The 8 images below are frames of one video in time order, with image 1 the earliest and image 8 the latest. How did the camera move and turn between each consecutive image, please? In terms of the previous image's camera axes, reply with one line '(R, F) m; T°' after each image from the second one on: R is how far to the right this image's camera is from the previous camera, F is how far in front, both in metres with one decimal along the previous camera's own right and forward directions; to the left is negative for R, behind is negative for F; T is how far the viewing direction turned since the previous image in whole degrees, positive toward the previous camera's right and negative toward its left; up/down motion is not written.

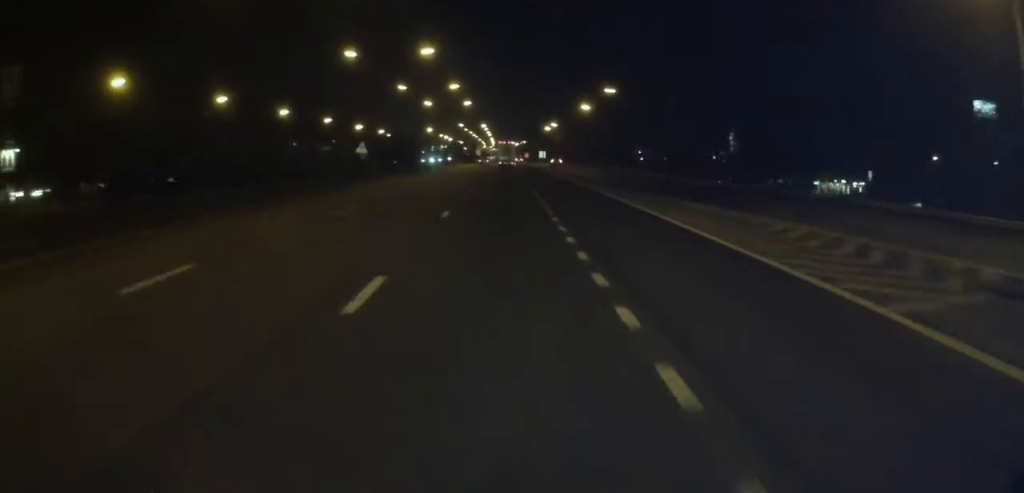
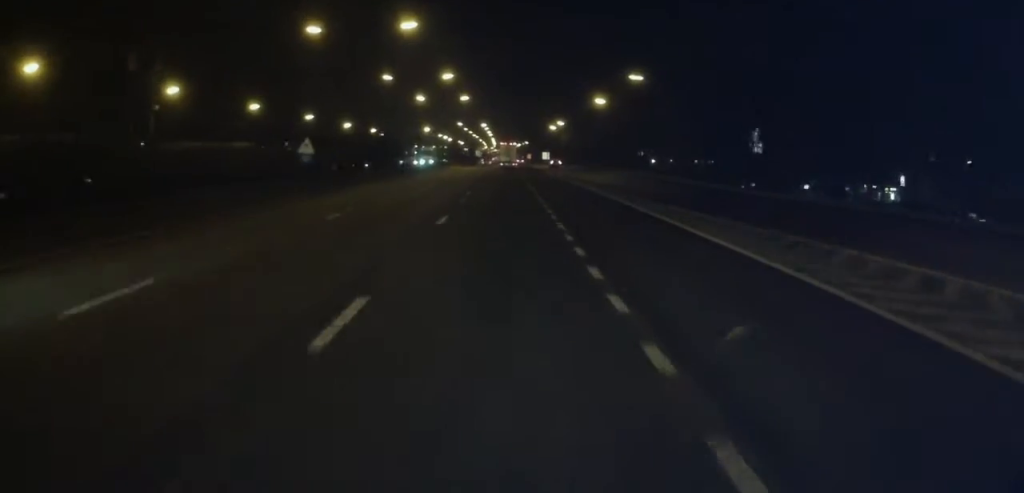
(0.0, +14.1) m; 0°
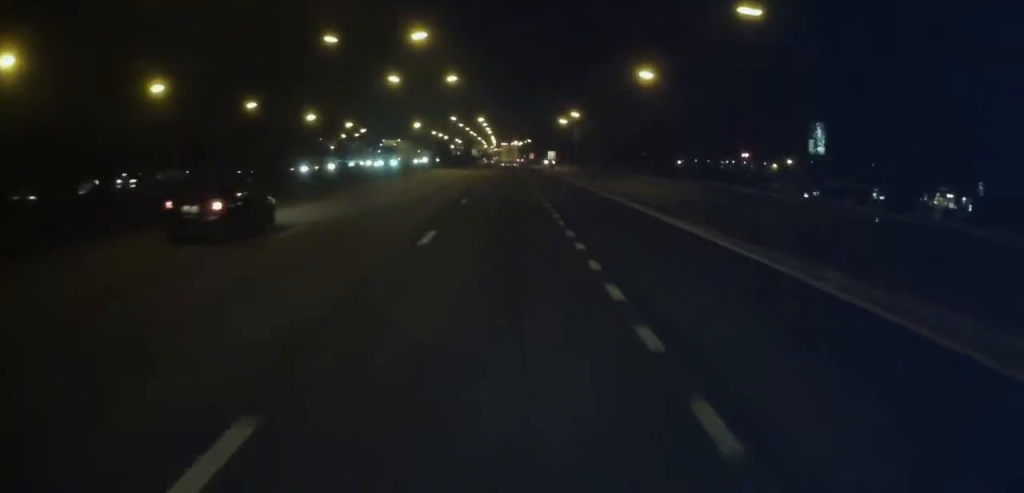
(+0.1, +29.0) m; -1°
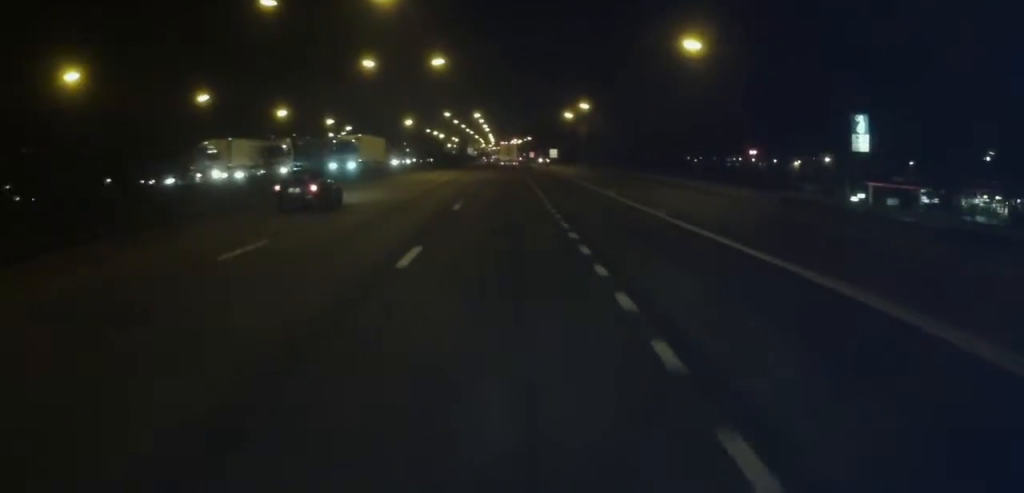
(-0.2, +15.7) m; -1°
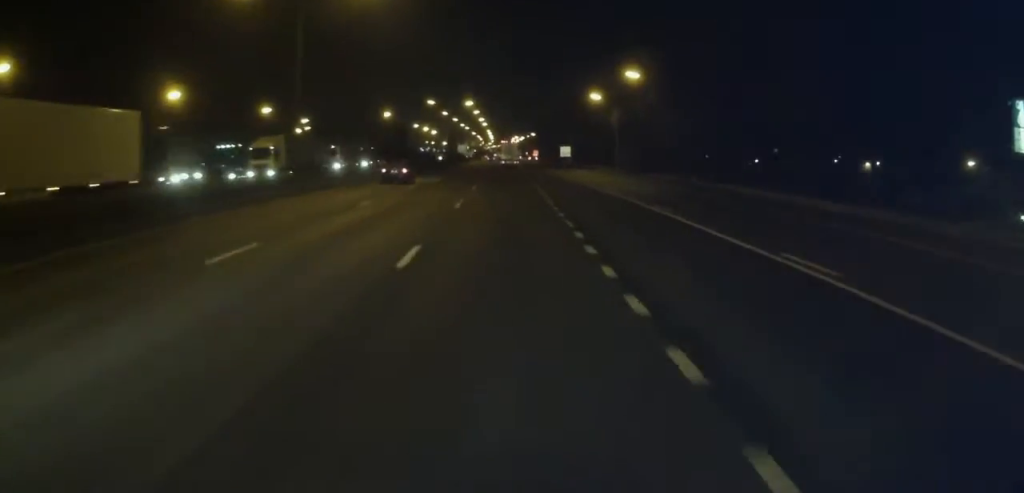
(+0.5, +37.7) m; +2°
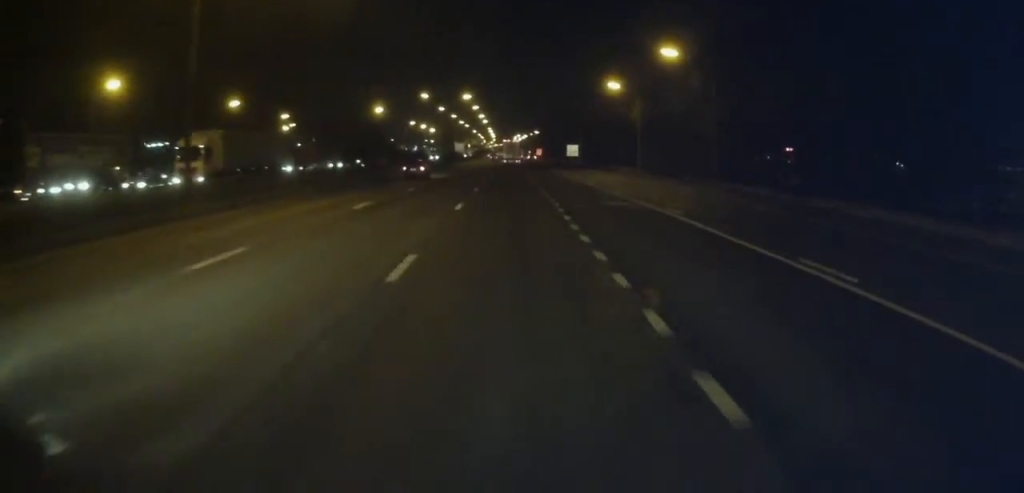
(0.0, +13.4) m; 0°
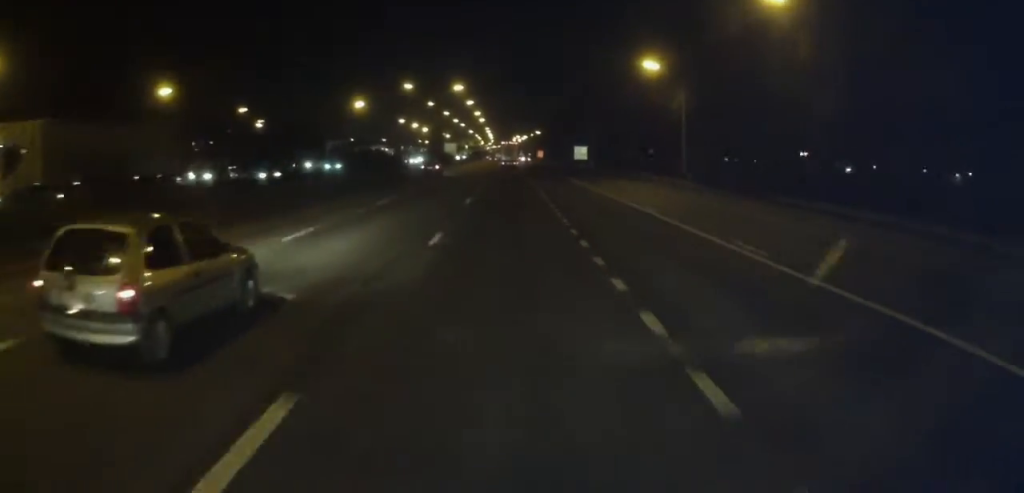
(-0.3, +19.7) m; -1°
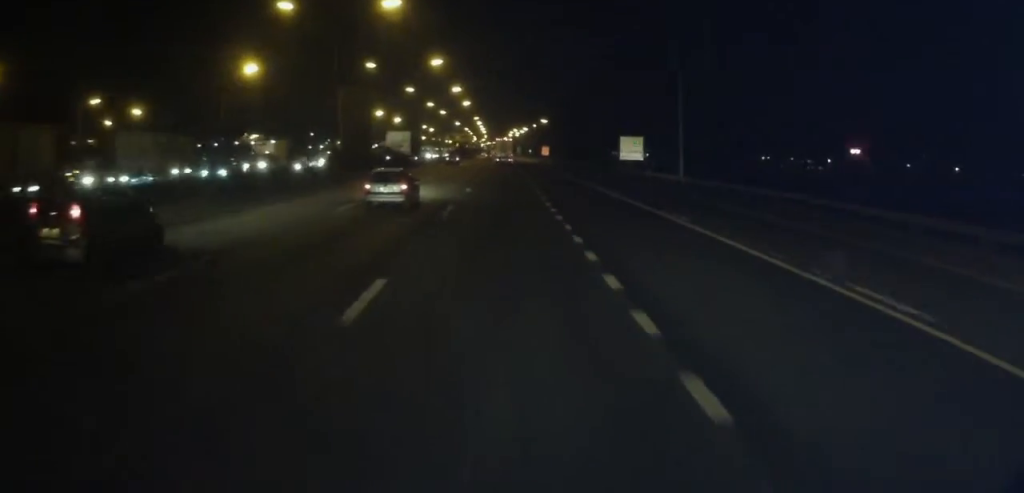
(0.0, +57.4) m; 0°
